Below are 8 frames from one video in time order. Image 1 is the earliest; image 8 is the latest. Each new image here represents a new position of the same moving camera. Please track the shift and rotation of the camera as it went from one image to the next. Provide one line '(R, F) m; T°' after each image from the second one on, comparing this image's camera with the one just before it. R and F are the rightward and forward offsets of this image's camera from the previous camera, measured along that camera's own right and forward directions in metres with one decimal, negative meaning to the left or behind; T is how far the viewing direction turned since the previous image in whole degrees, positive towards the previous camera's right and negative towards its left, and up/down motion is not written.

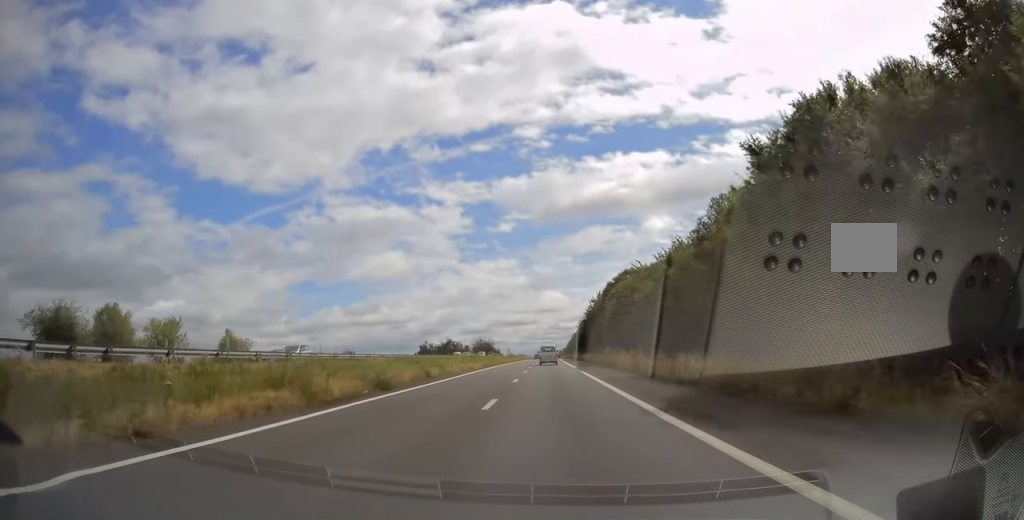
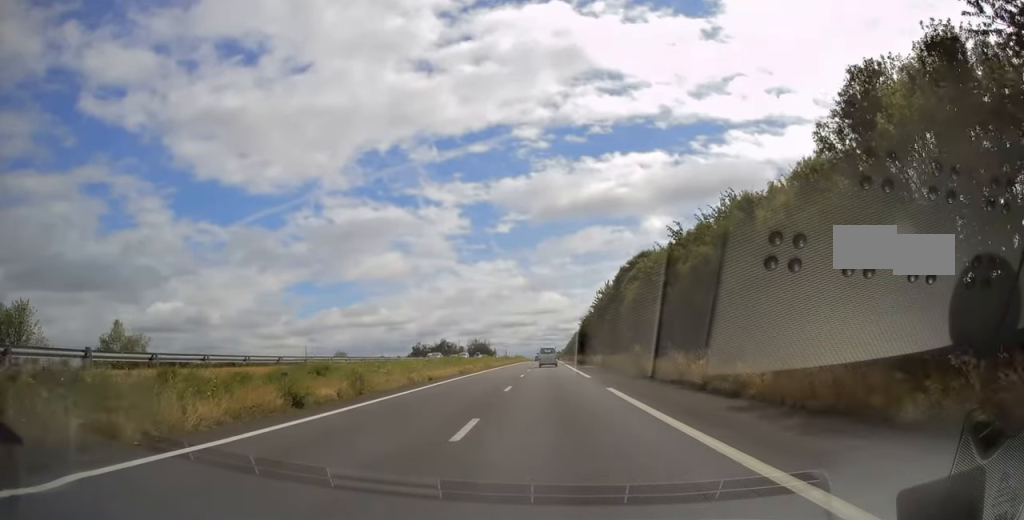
(0.0, +17.0) m; 0°
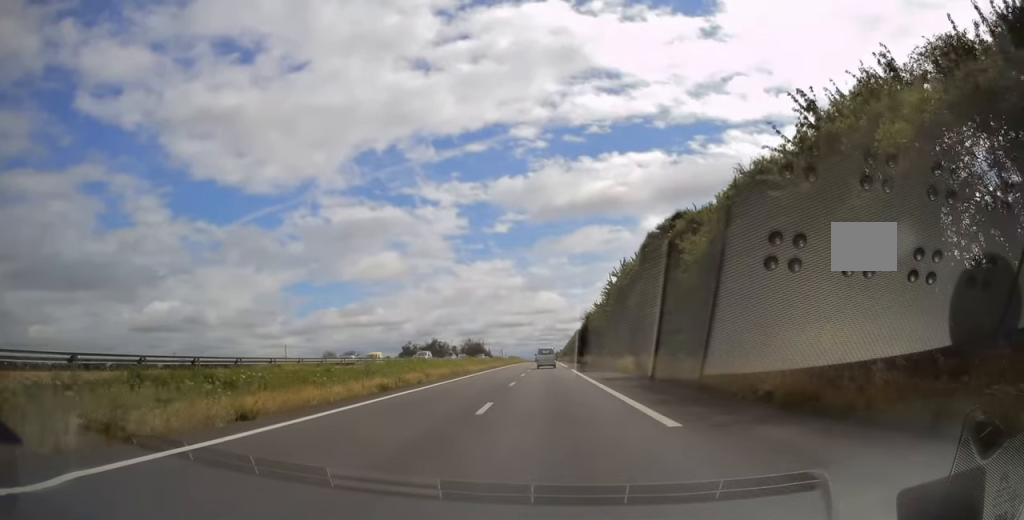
(+0.2, +20.7) m; 0°
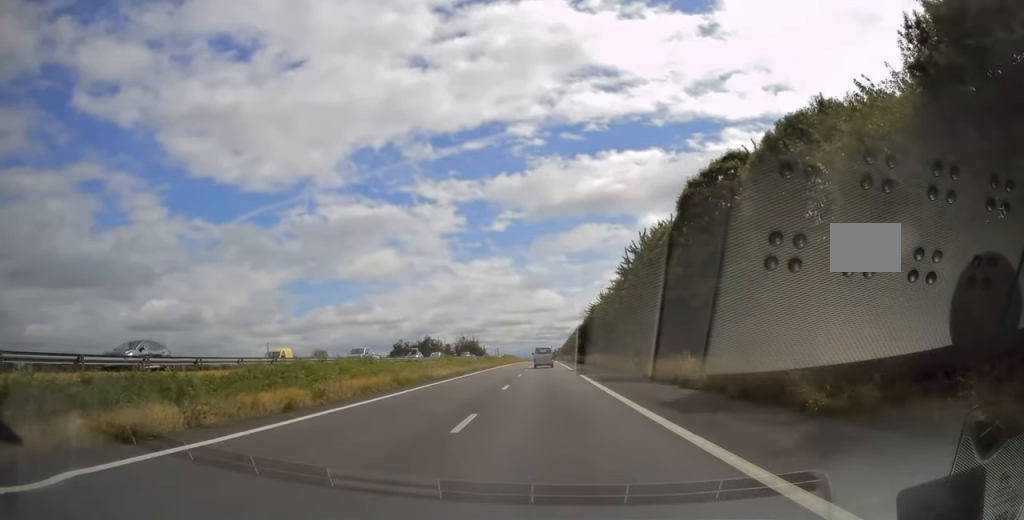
(-0.1, +15.5) m; 0°
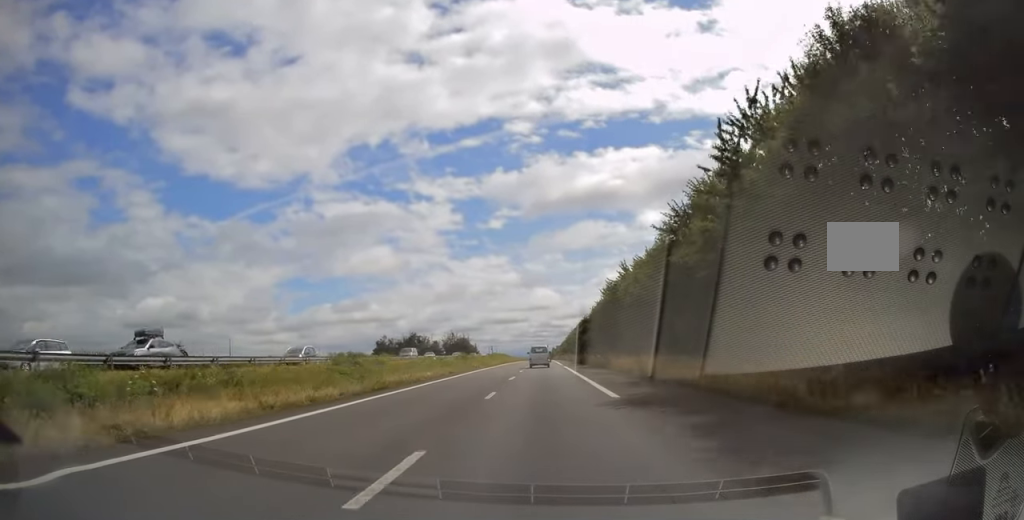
(-0.1, +30.0) m; 0°
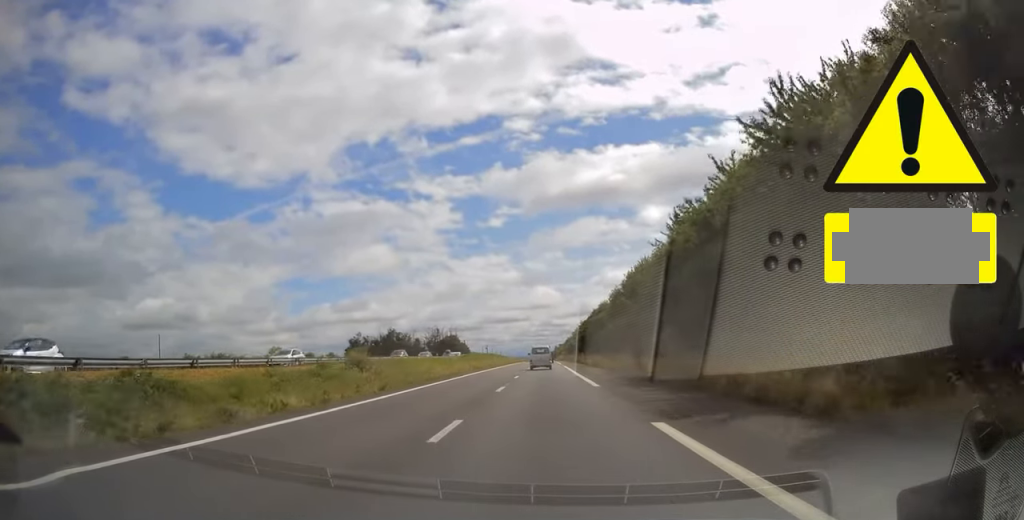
(+0.4, +45.5) m; +1°
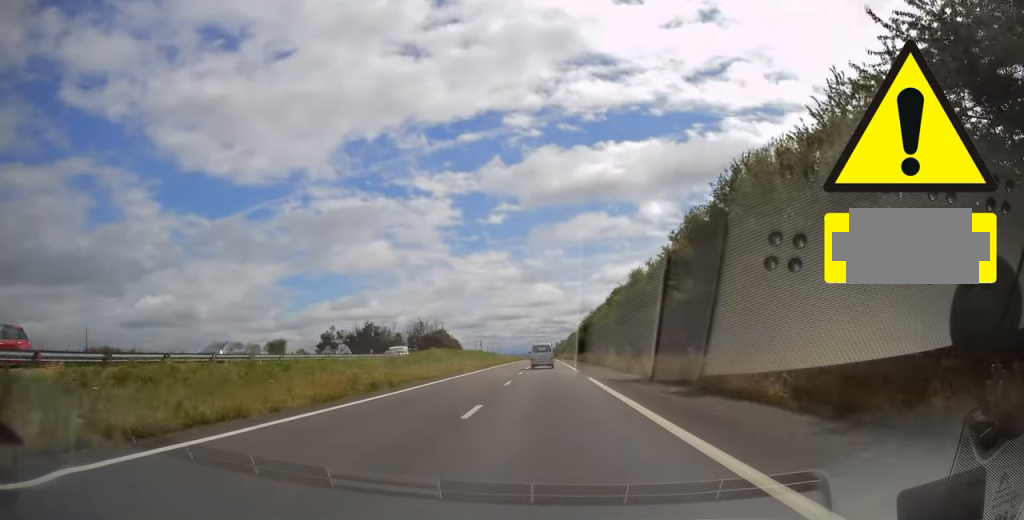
(0.0, +34.1) m; 0°
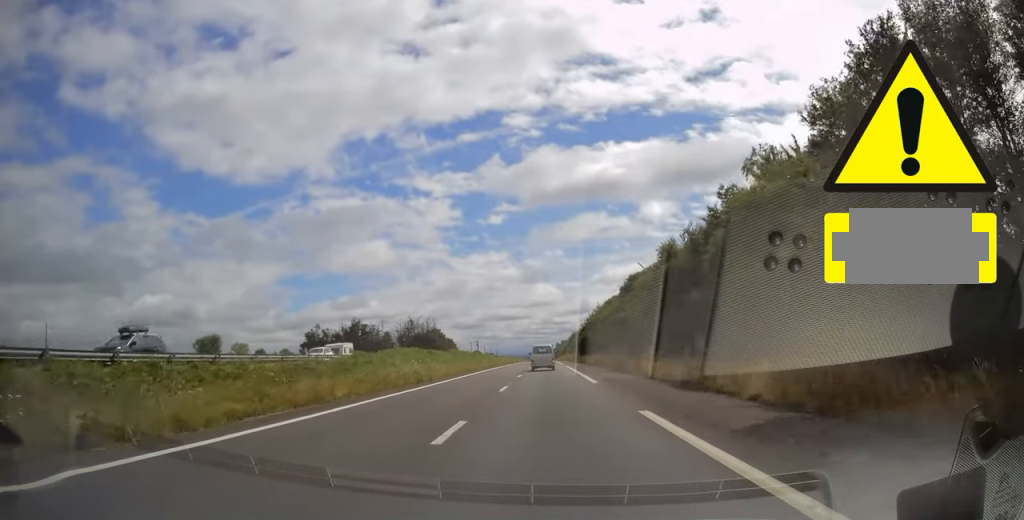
(0.0, +15.5) m; 0°
